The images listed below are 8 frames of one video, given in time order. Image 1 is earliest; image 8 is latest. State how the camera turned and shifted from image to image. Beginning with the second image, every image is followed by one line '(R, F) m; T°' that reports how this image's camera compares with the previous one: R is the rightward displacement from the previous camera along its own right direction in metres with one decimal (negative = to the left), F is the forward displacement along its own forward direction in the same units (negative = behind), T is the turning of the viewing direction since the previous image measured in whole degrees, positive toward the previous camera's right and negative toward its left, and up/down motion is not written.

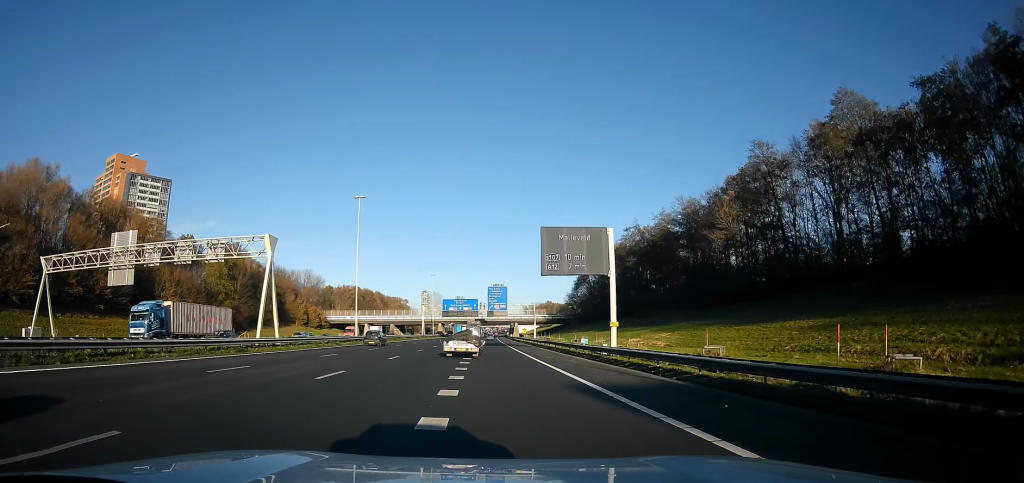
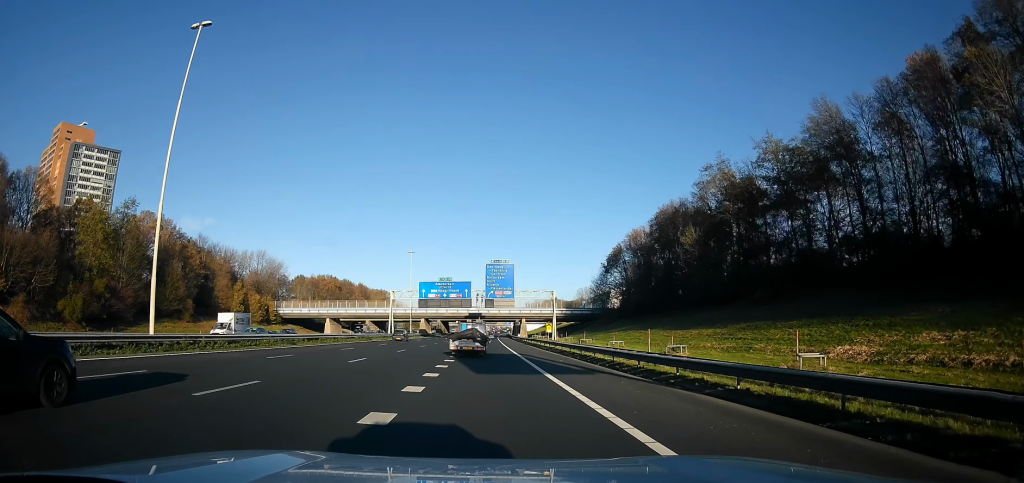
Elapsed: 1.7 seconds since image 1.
(-0.4, +40.2) m; -1°
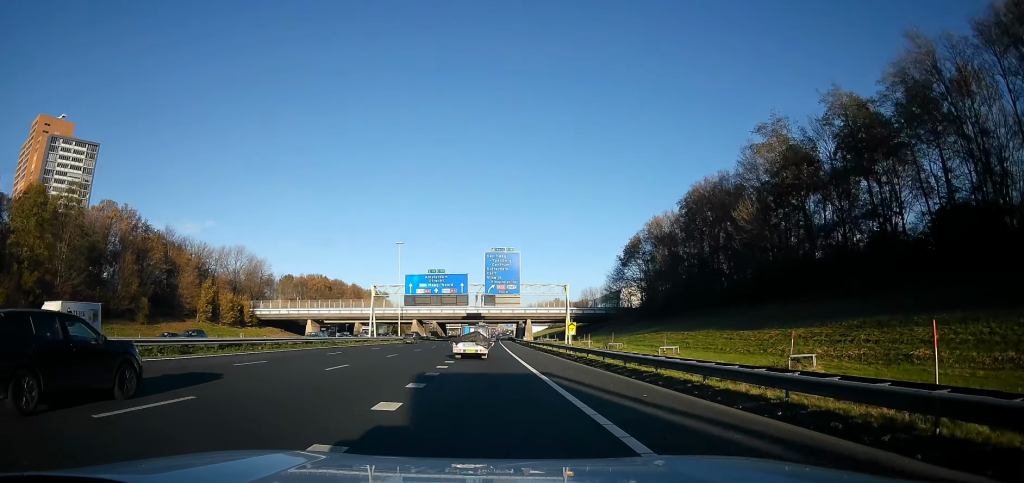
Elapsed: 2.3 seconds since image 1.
(0.0, +14.5) m; 0°
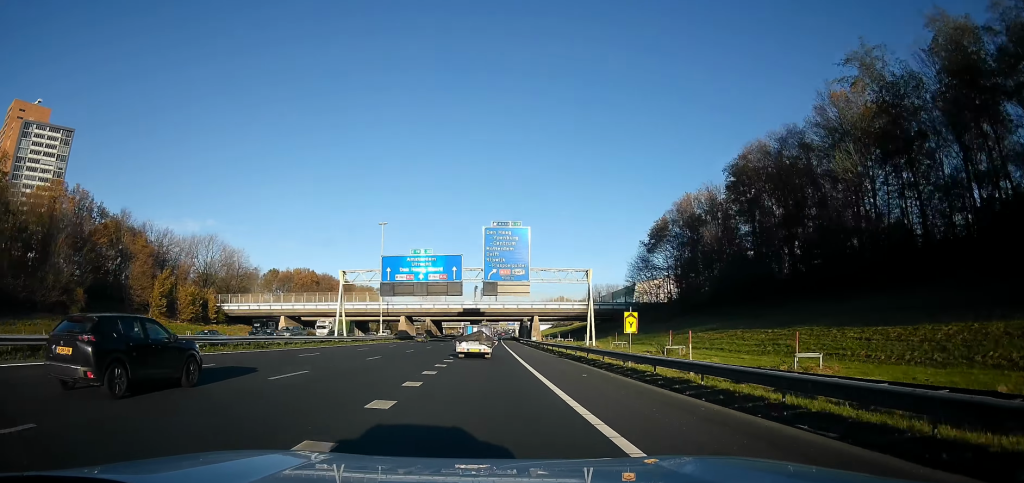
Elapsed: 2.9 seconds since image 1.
(0.0, +16.1) m; 0°
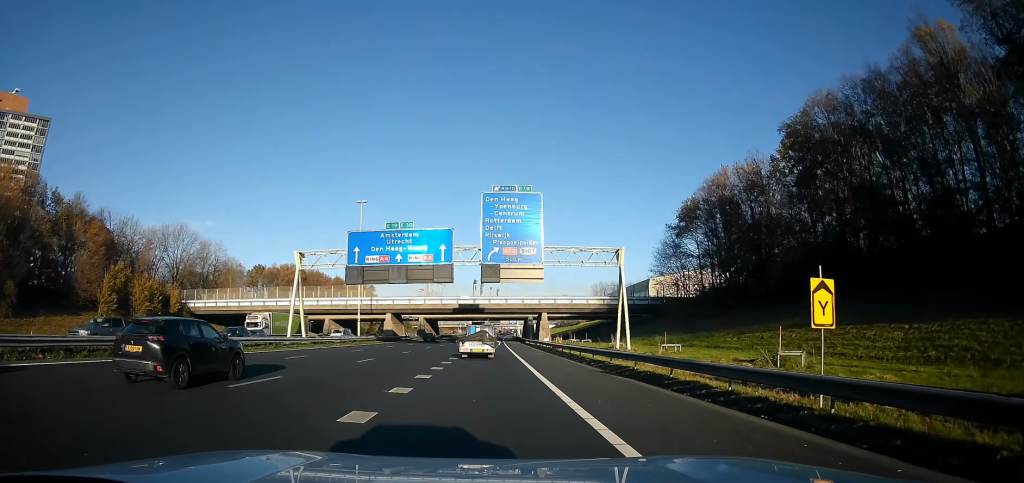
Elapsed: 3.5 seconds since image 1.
(0.0, +13.6) m; 0°
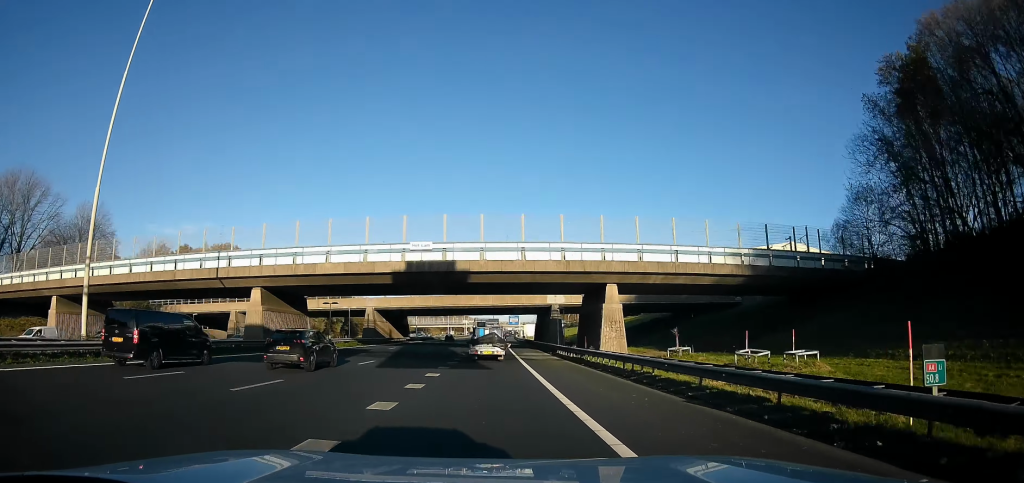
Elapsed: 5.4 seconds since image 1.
(+0.1, +46.5) m; +2°
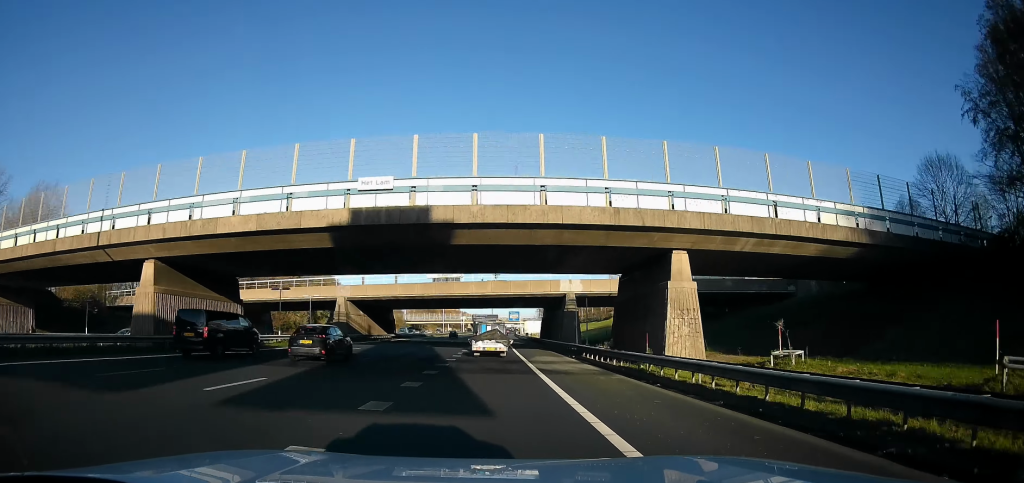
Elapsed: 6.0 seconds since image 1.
(+0.3, +12.9) m; 0°
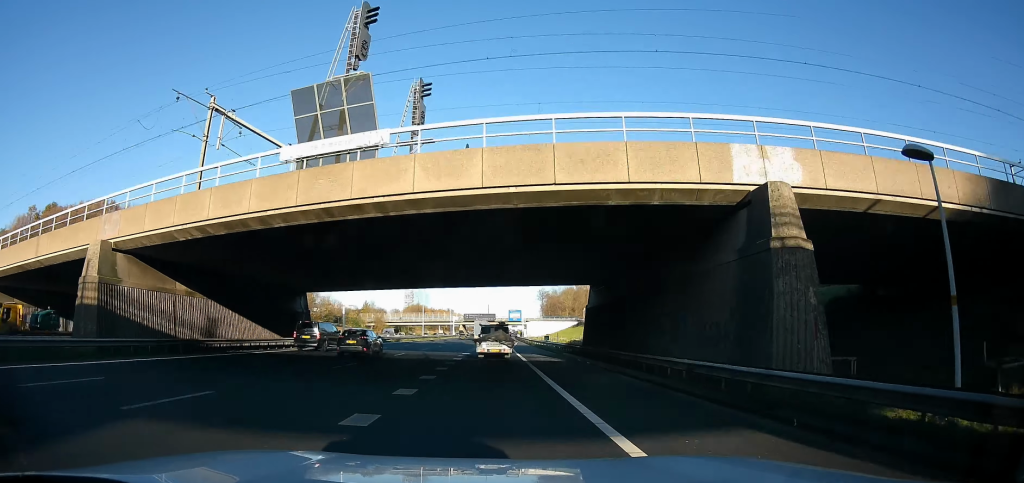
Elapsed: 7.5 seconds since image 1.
(-0.1, +37.9) m; -2°
